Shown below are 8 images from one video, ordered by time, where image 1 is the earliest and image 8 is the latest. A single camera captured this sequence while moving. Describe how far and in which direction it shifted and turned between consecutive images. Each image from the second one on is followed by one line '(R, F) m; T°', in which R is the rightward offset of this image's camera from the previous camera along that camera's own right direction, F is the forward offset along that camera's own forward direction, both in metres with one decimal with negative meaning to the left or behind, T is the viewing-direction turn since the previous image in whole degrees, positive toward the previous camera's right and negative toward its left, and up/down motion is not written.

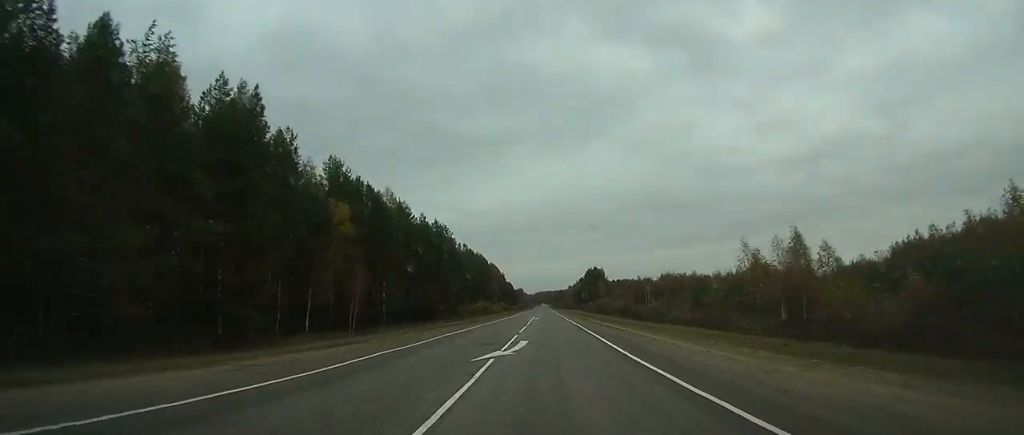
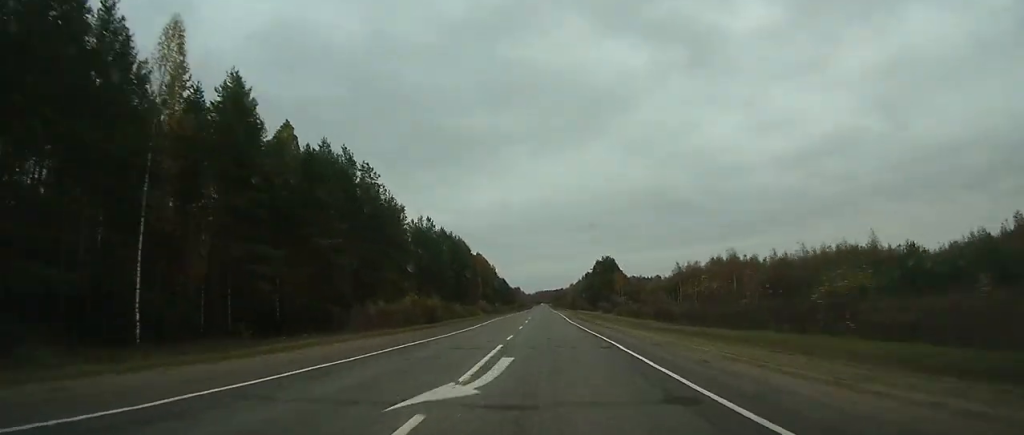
(+0.1, +54.1) m; 0°
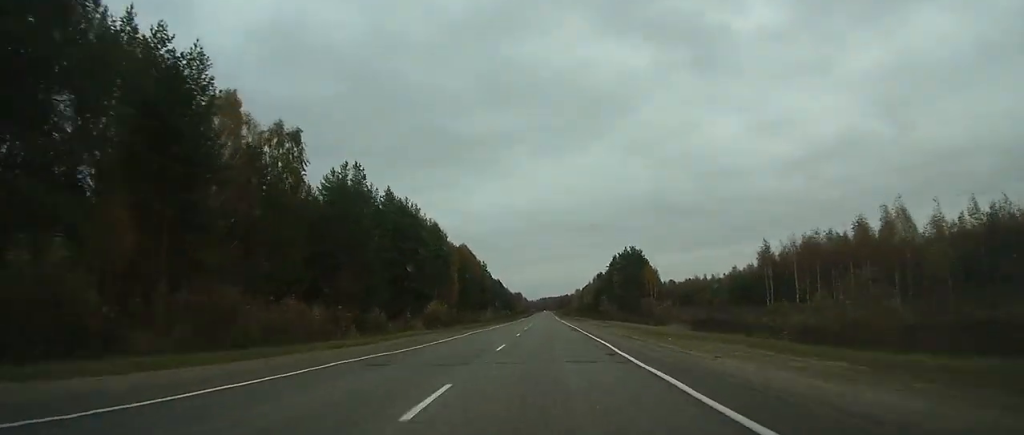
(0.0, +49.6) m; 0°
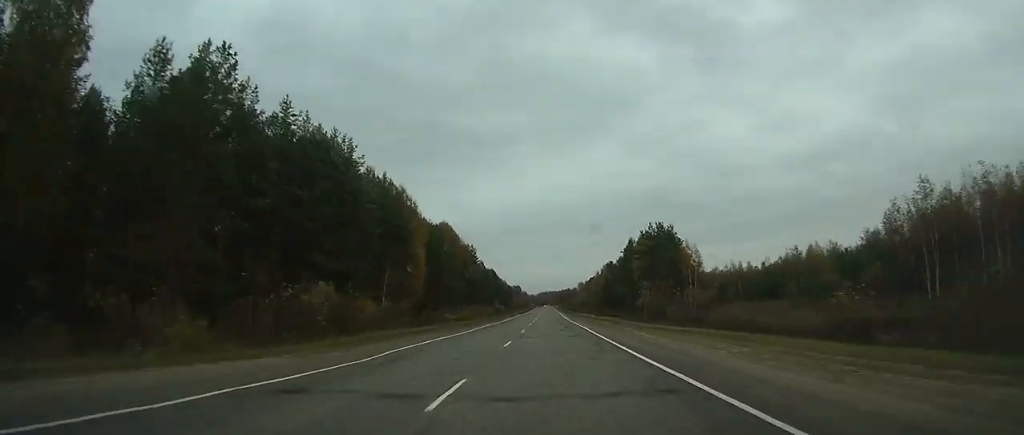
(0.0, +33.8) m; 0°
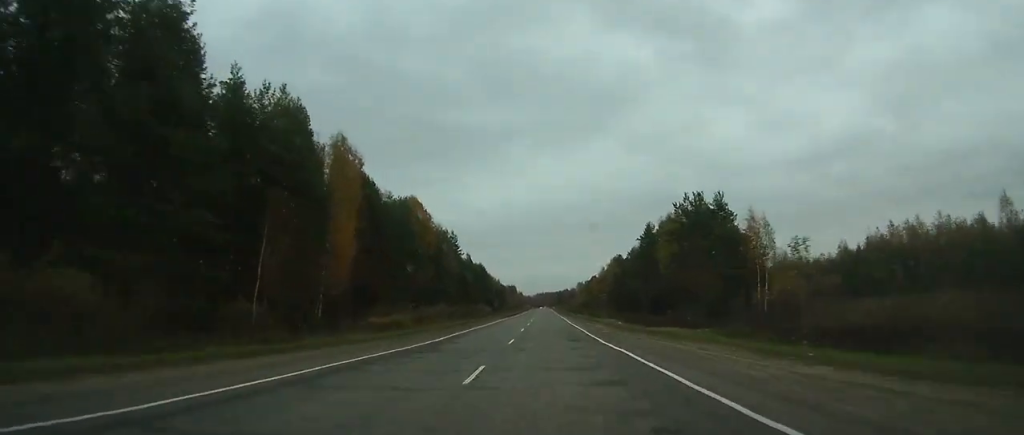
(0.0, +34.9) m; 0°
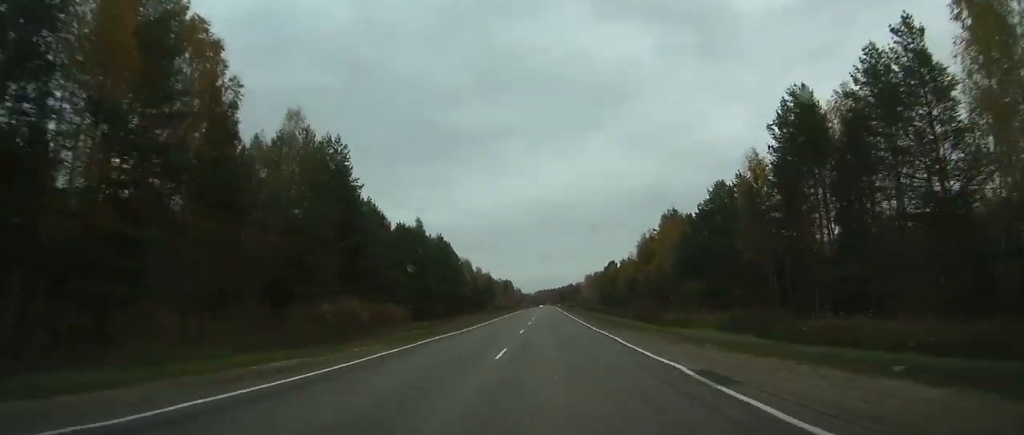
(0.0, +82.8) m; 0°
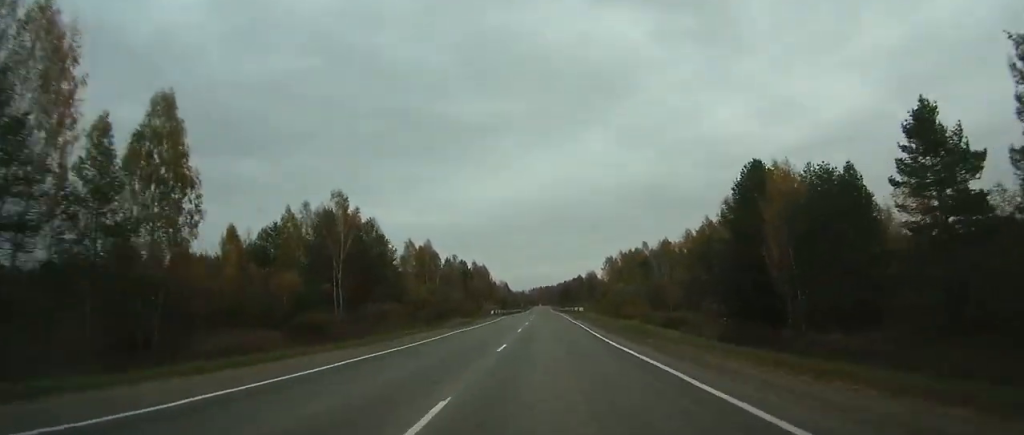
(+0.6, +161.1) m; 0°
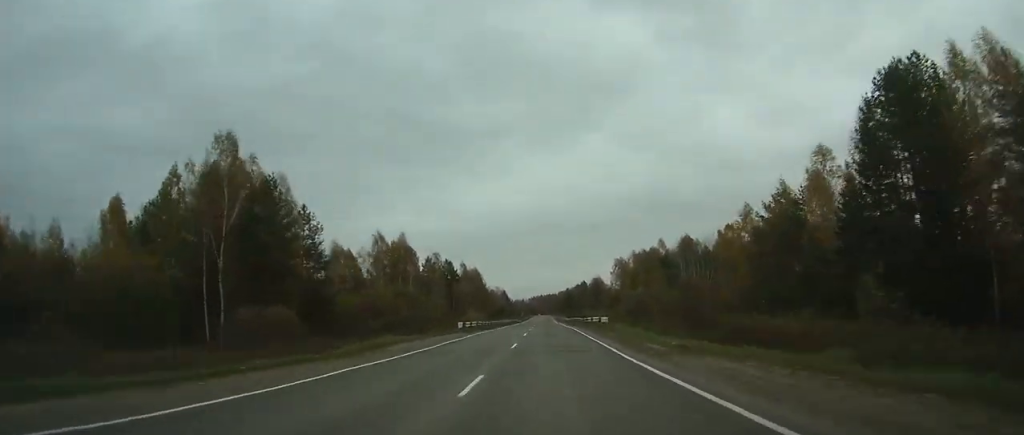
(0.0, +30.2) m; 0°
